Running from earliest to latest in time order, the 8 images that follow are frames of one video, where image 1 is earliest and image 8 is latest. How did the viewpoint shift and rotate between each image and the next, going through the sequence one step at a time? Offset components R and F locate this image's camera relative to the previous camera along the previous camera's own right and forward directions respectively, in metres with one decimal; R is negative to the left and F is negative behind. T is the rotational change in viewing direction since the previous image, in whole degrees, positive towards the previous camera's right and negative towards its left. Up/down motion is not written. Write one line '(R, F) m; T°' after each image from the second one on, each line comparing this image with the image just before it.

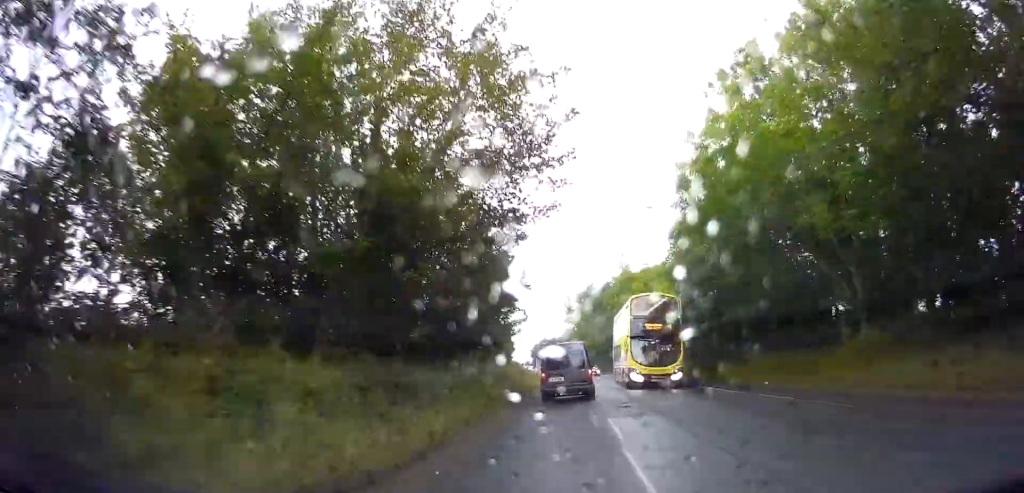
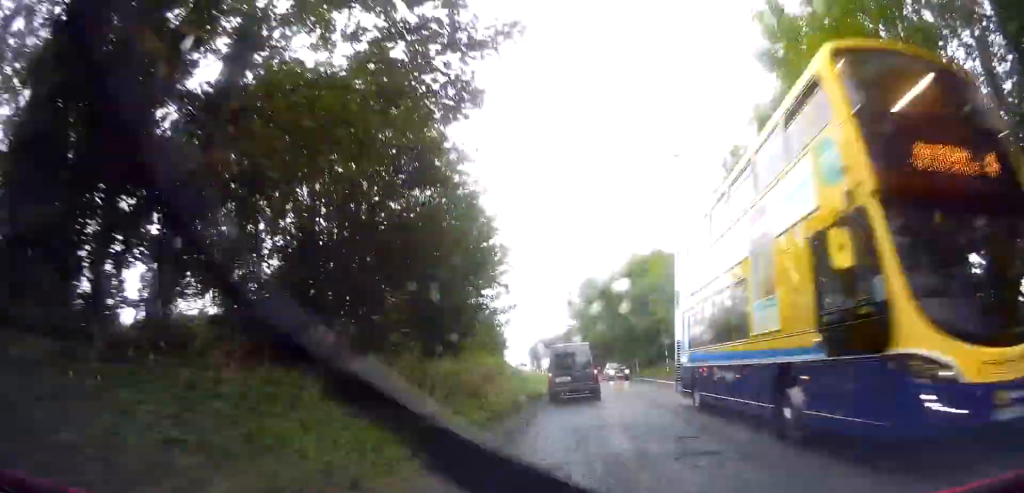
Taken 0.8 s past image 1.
(-0.3, +8.4) m; -1°
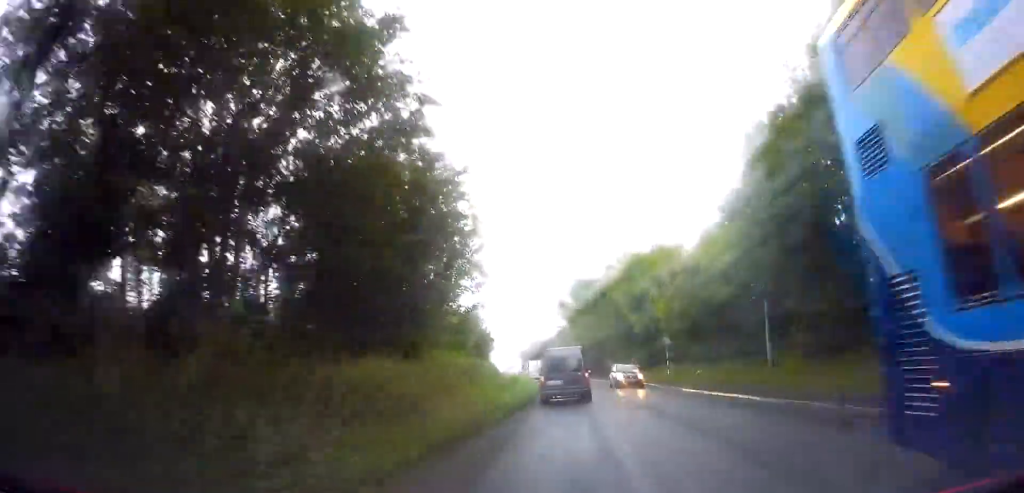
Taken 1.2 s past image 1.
(-0.1, +4.0) m; 0°
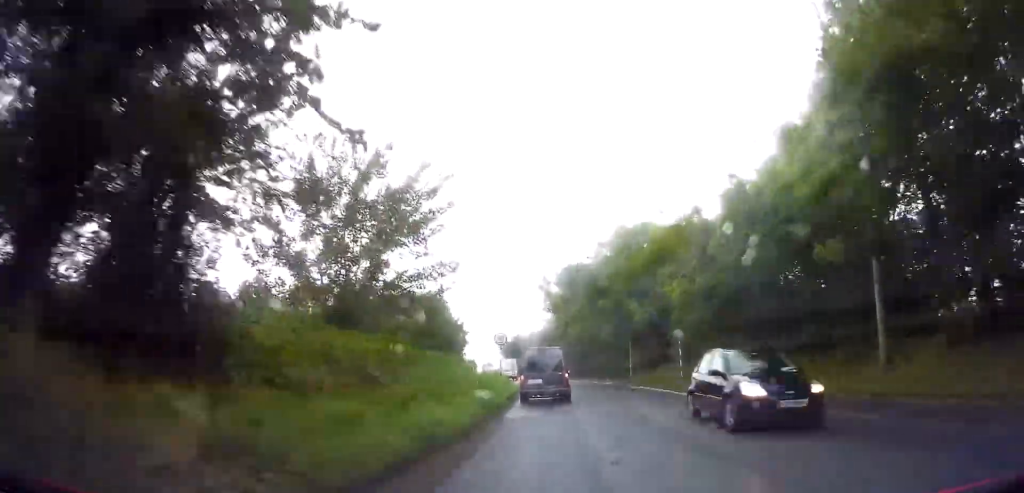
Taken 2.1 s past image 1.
(+0.4, +8.9) m; +2°
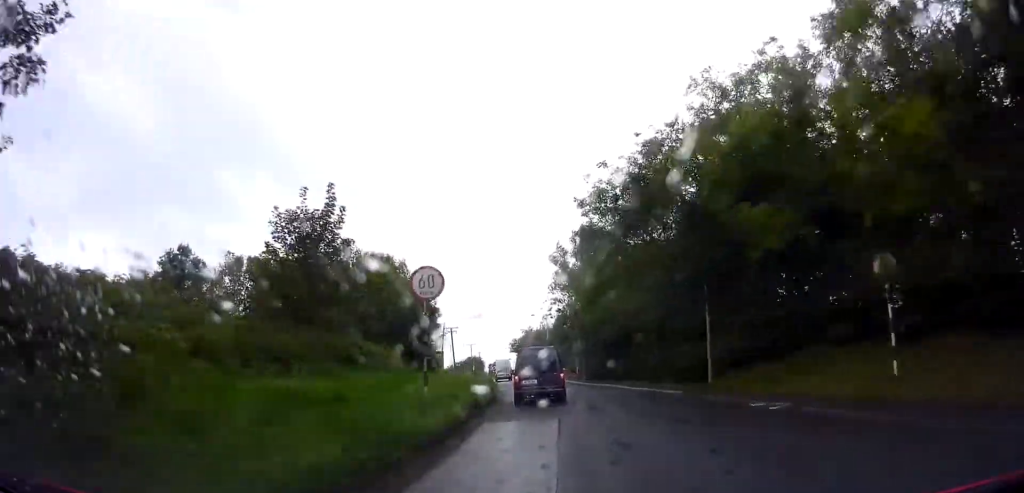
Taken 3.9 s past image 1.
(+0.2, +19.2) m; -2°
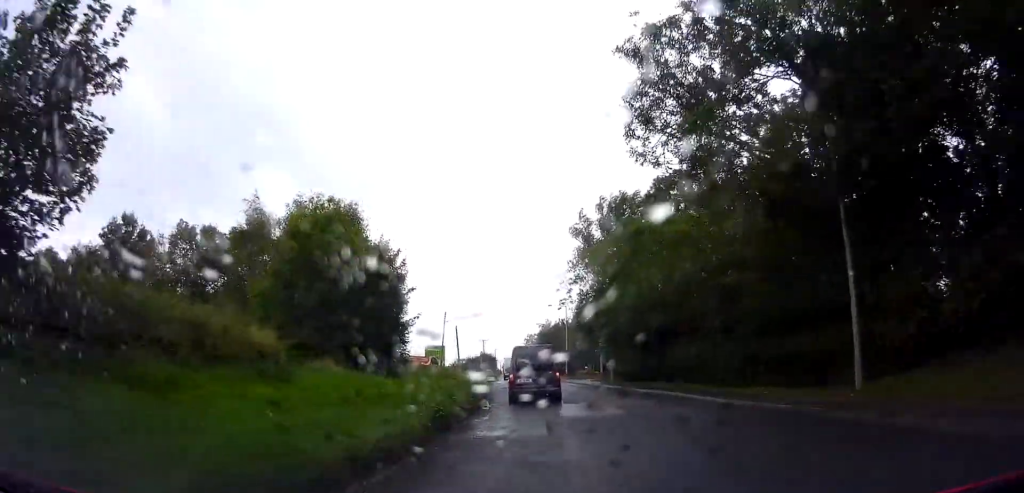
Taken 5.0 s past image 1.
(-0.5, +11.6) m; -3°
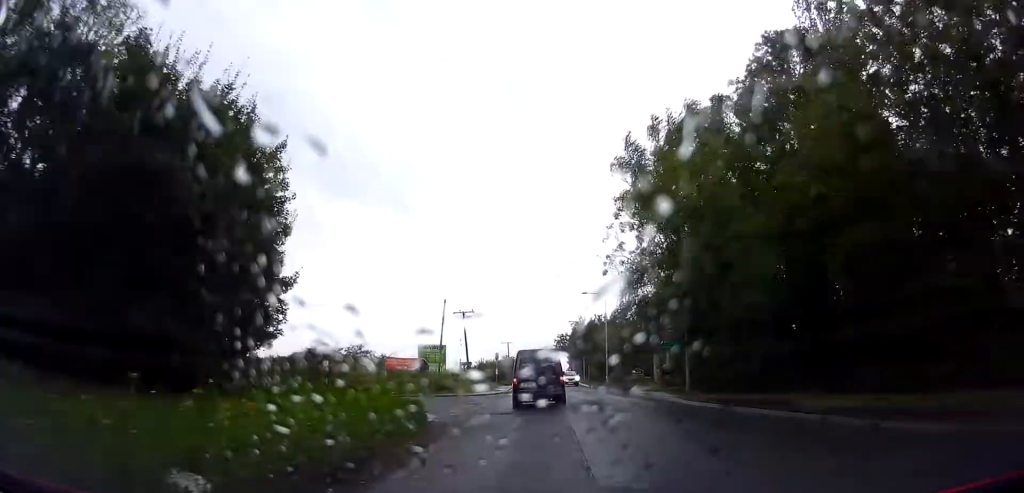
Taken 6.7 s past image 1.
(-0.1, +17.4) m; -1°
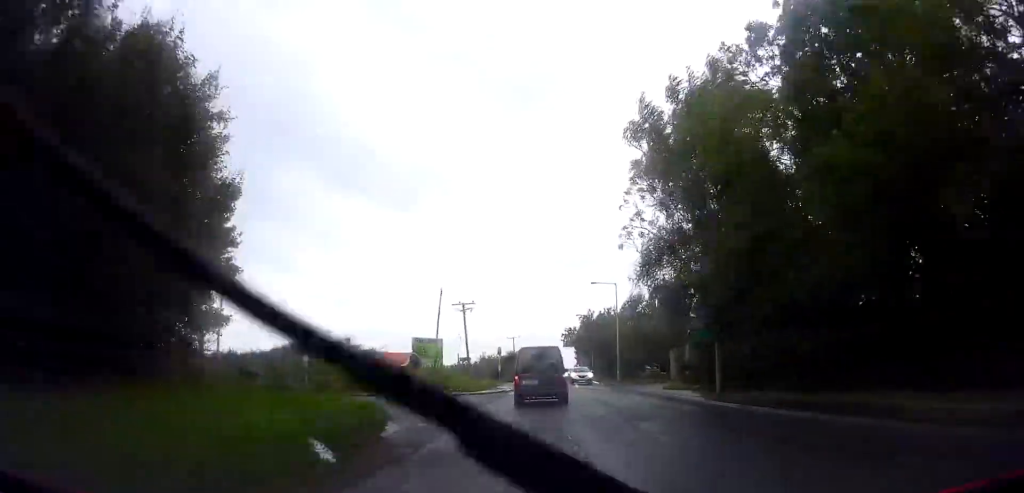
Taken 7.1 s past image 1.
(0.0, +4.4) m; 0°
